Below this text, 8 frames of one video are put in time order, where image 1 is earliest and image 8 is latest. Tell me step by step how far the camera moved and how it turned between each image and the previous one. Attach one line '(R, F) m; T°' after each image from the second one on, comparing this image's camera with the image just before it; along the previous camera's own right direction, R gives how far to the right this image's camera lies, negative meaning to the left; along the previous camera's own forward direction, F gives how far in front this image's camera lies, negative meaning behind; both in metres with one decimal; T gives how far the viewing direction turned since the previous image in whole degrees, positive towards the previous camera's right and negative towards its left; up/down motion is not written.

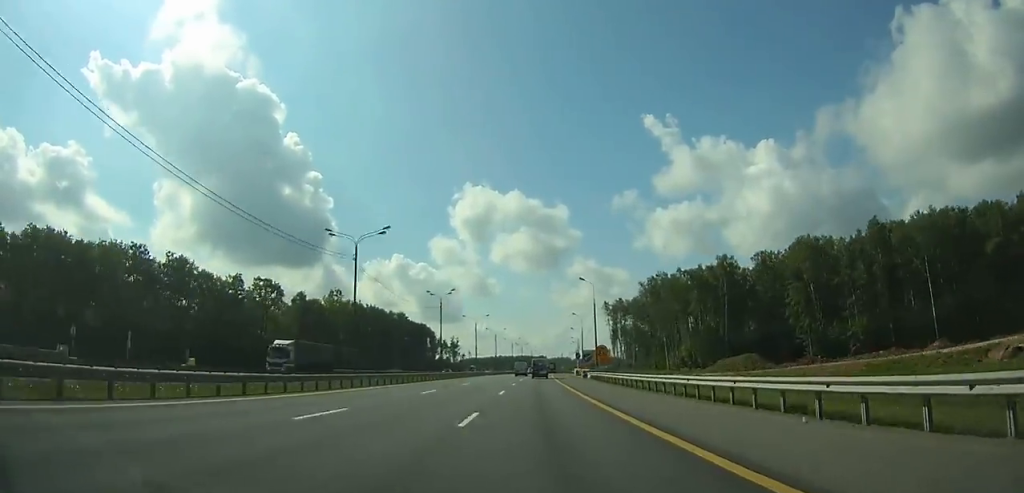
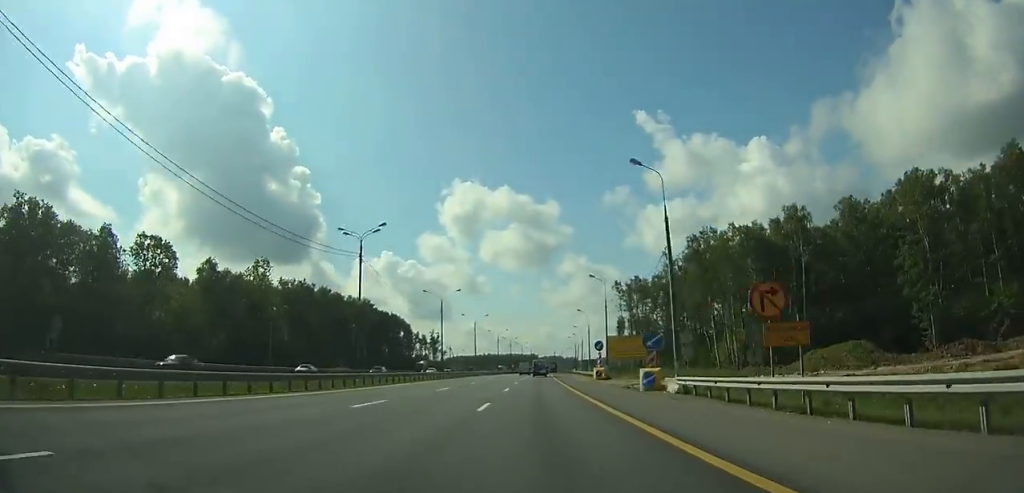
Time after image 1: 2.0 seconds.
(+0.3, +43.4) m; +1°
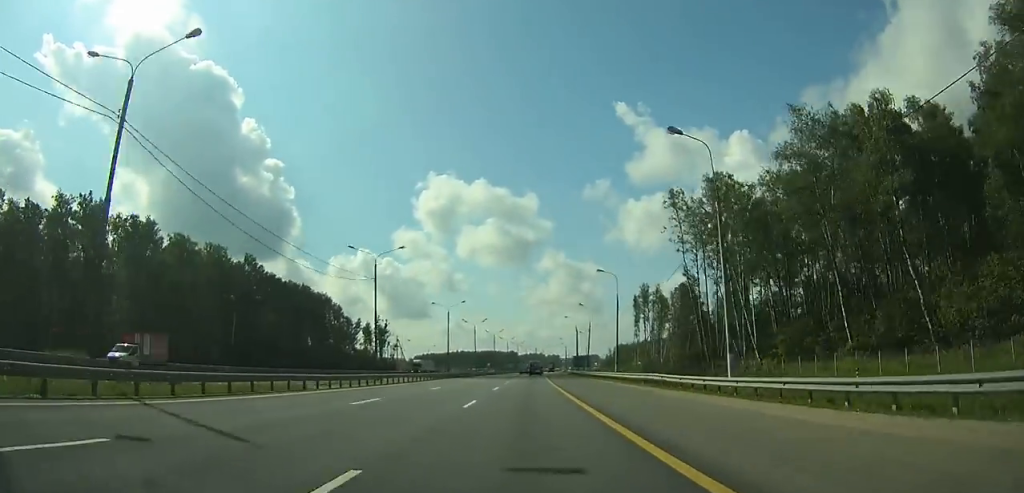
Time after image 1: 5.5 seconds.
(+1.1, +77.3) m; +1°
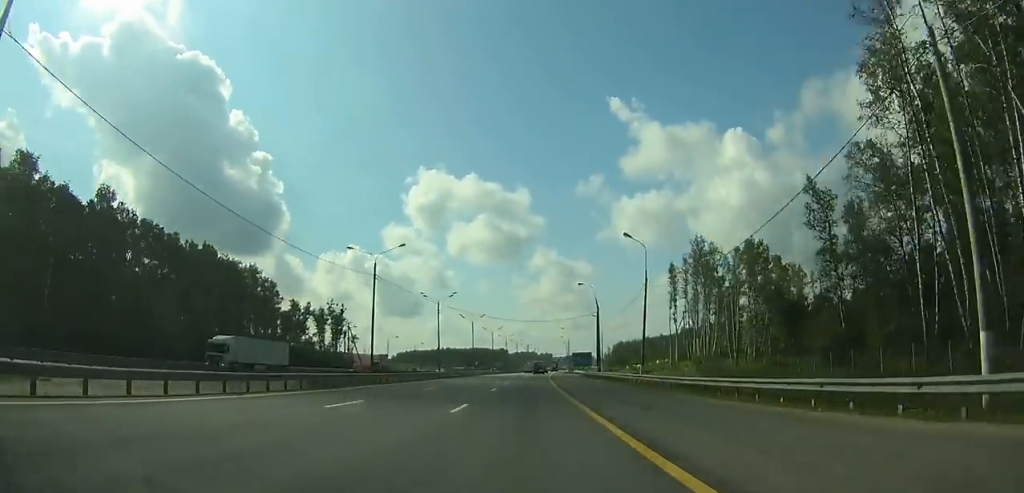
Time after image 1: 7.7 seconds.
(+0.3, +49.5) m; +1°
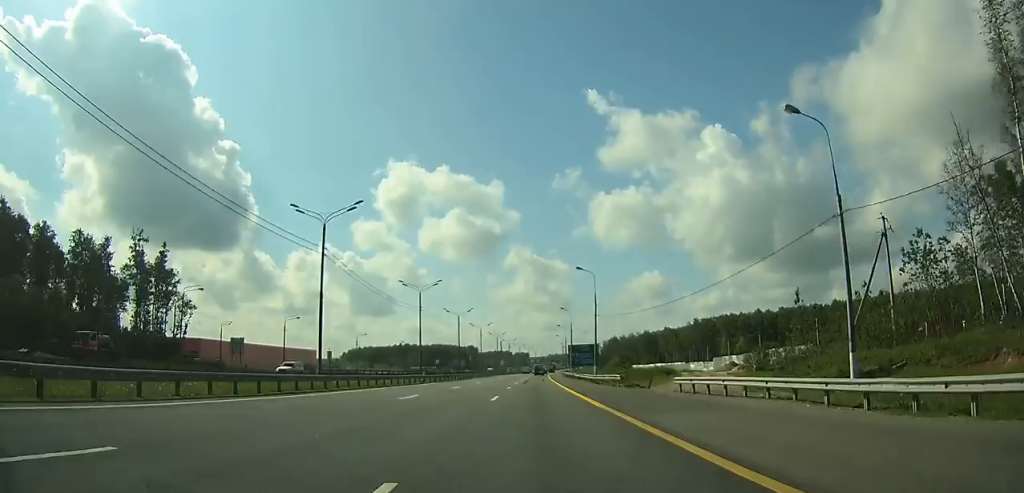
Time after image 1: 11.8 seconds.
(+1.3, +93.4) m; +2°
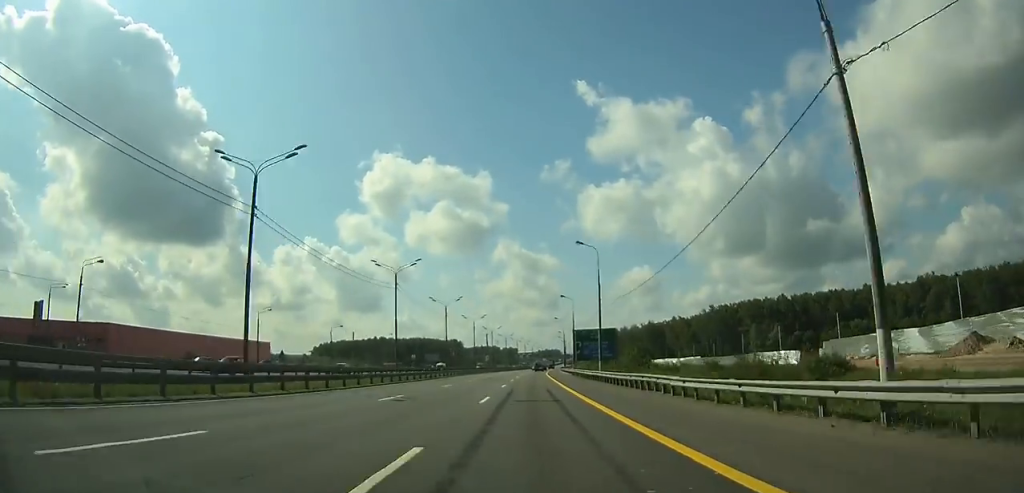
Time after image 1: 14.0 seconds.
(+0.8, +50.9) m; +1°
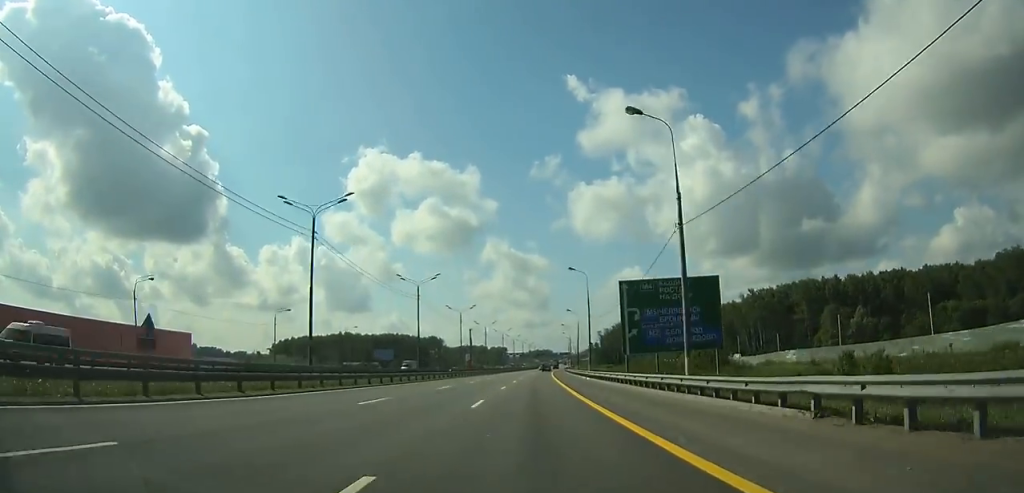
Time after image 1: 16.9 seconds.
(+0.7, +67.6) m; +1°
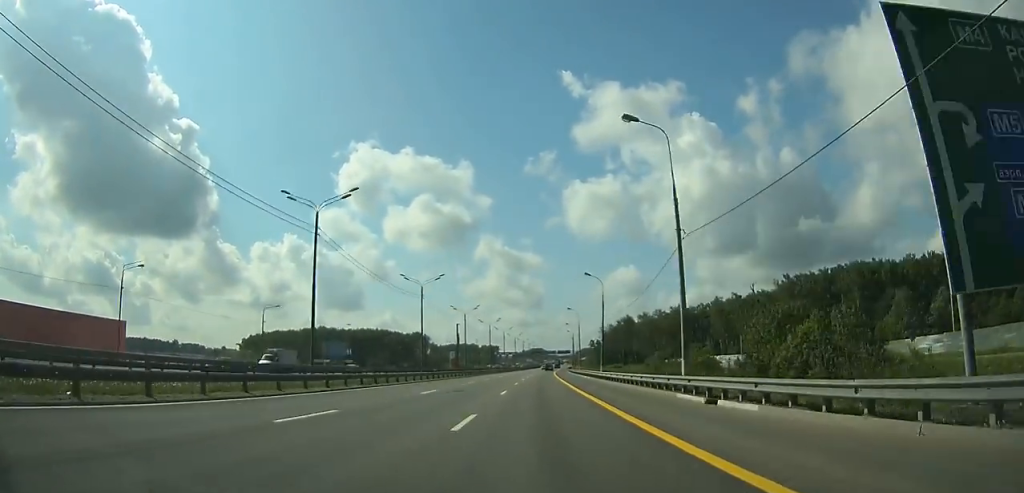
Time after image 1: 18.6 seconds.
(+0.2, +40.0) m; +1°
